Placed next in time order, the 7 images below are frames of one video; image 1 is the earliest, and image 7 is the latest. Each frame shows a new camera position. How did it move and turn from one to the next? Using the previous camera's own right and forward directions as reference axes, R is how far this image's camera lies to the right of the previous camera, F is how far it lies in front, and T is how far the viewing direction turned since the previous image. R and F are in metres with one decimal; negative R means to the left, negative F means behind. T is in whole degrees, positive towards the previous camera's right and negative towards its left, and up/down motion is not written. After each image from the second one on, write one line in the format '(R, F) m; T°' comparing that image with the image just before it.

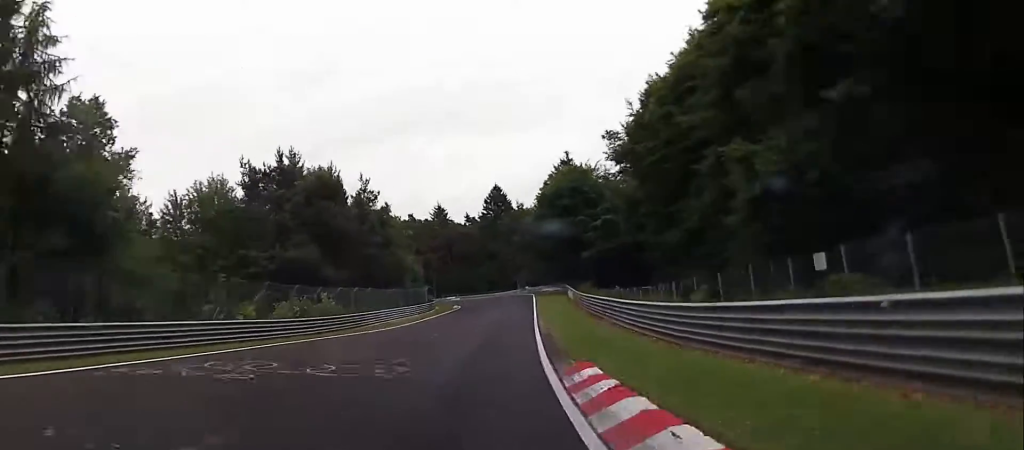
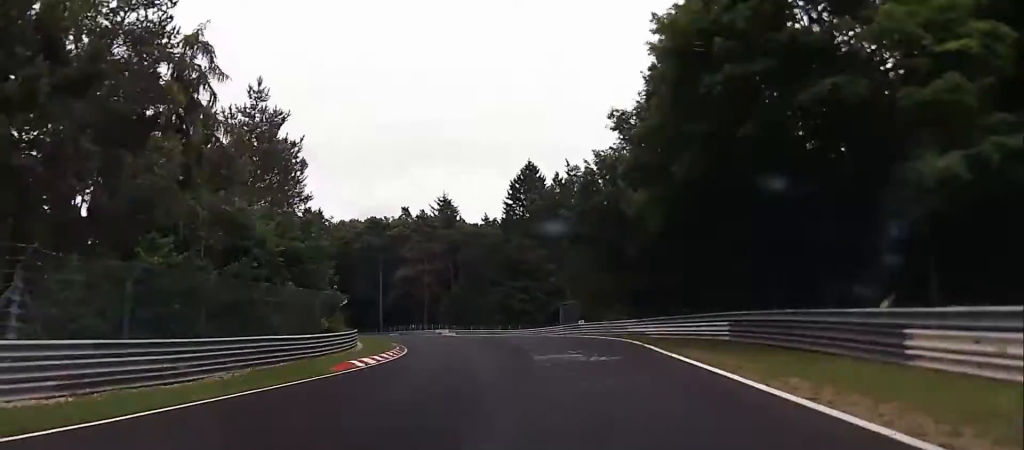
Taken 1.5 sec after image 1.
(+1.5, +54.1) m; 0°
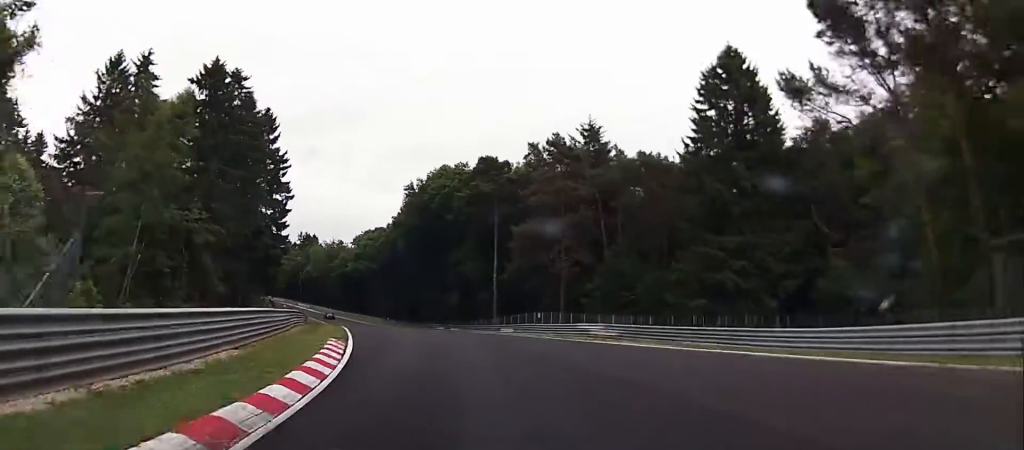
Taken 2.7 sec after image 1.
(-1.9, +39.3) m; -8°
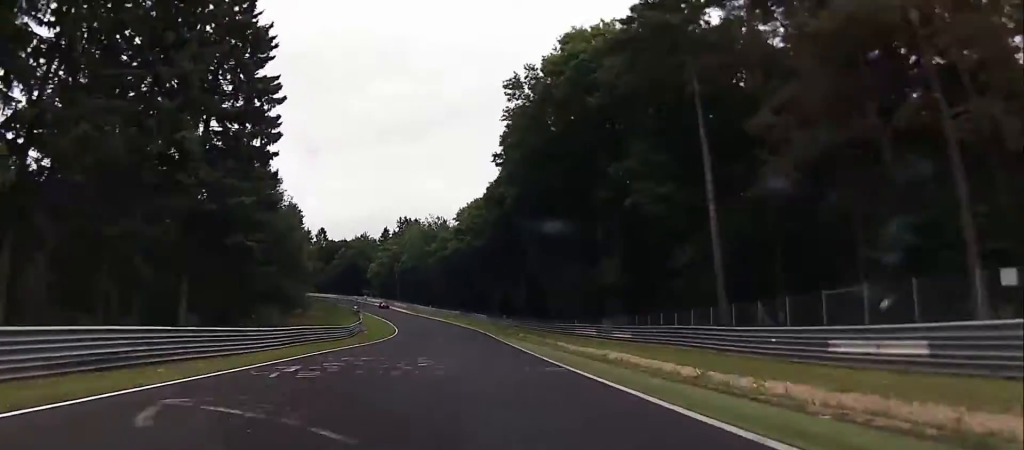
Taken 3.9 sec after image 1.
(-3.9, +43.1) m; -12°
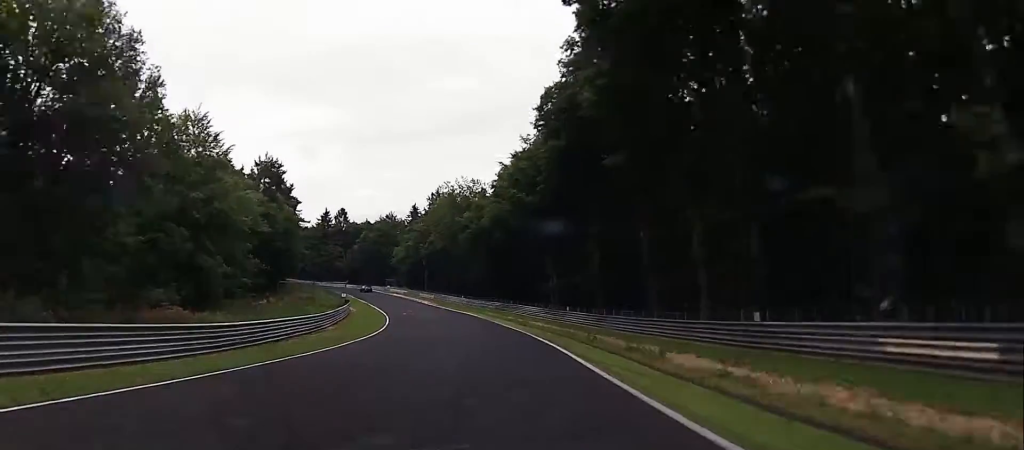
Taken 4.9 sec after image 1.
(-3.0, +33.7) m; -6°
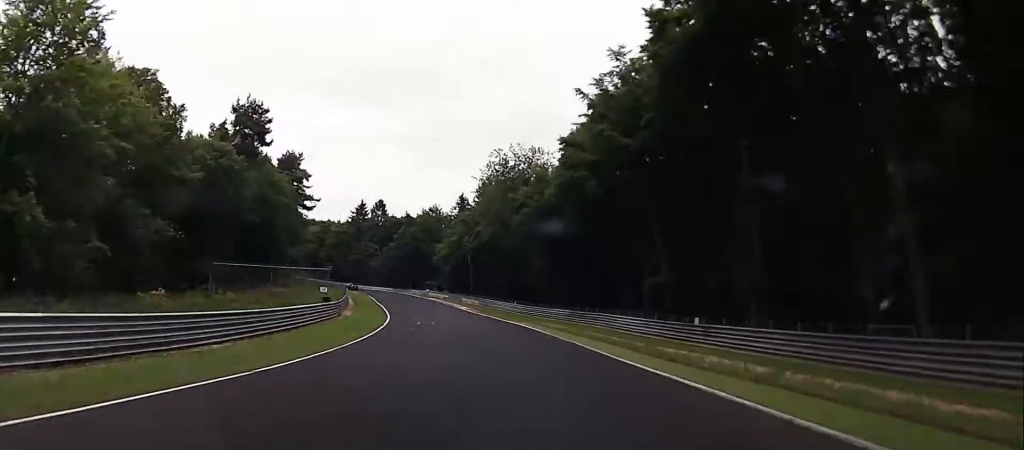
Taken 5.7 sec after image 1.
(-0.6, +25.3) m; -2°
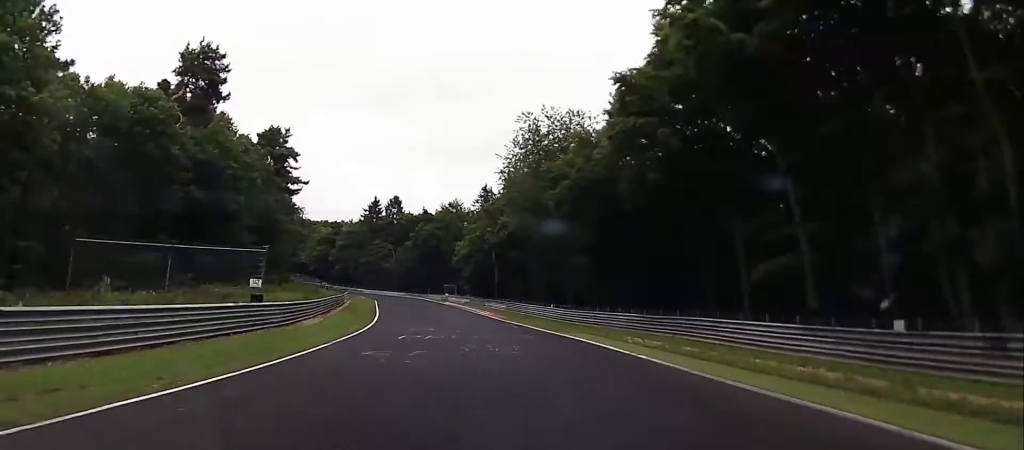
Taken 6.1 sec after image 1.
(-0.1, +15.6) m; -2°
